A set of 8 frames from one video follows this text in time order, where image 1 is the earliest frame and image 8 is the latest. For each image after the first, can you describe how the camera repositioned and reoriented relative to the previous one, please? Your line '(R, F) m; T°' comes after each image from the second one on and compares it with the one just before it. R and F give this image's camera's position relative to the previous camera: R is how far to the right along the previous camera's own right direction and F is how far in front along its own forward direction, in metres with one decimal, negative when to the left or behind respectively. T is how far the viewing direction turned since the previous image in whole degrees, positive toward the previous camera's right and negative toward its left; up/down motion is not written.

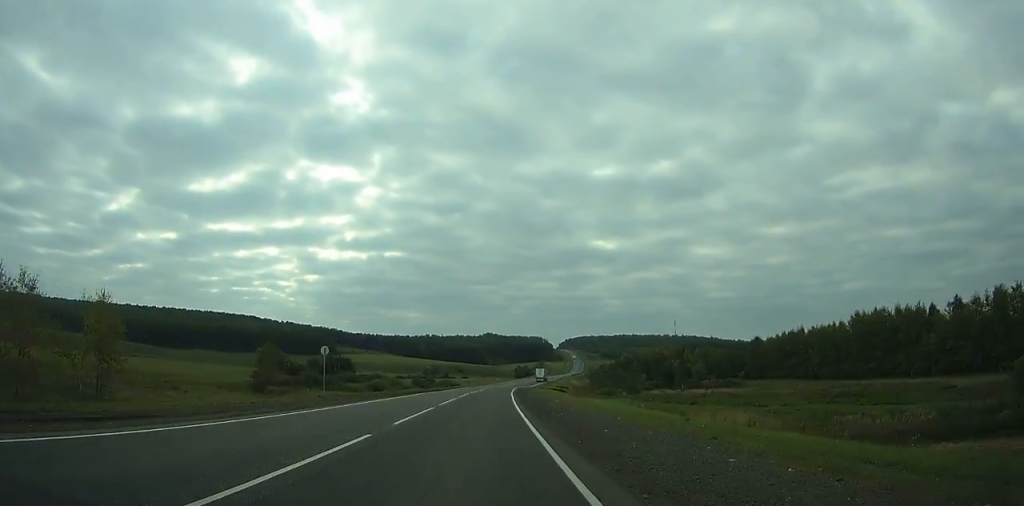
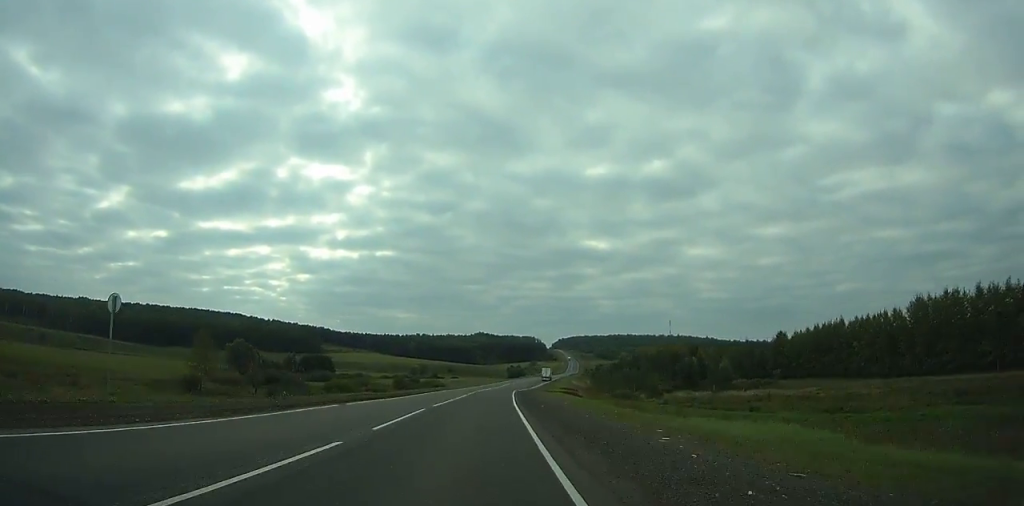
(0.0, +25.1) m; +1°
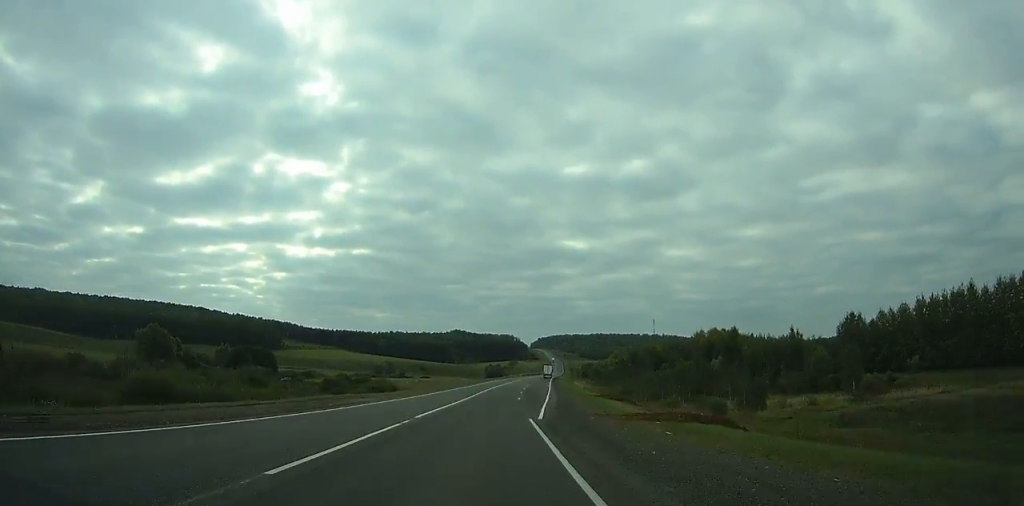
(+0.7, +54.4) m; +2°
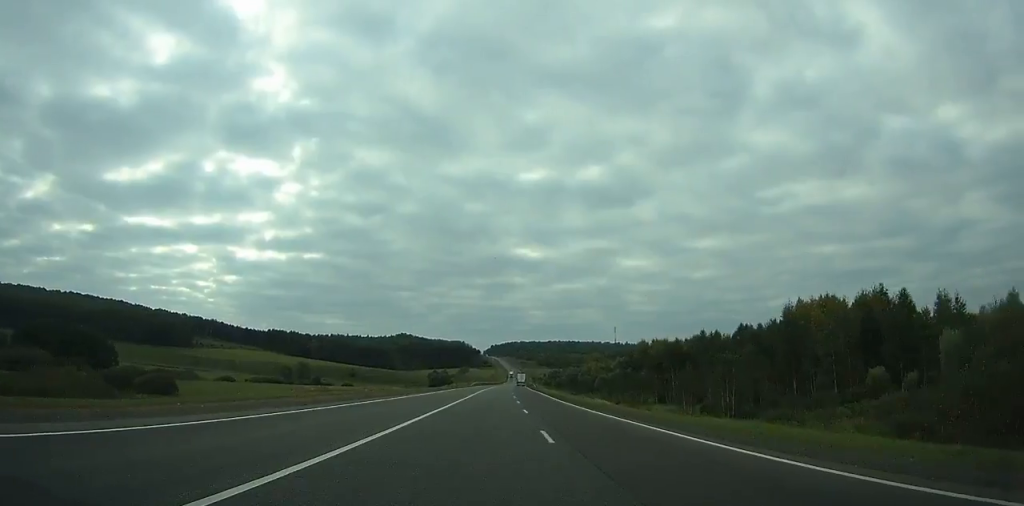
(+3.8, +89.4) m; +4°
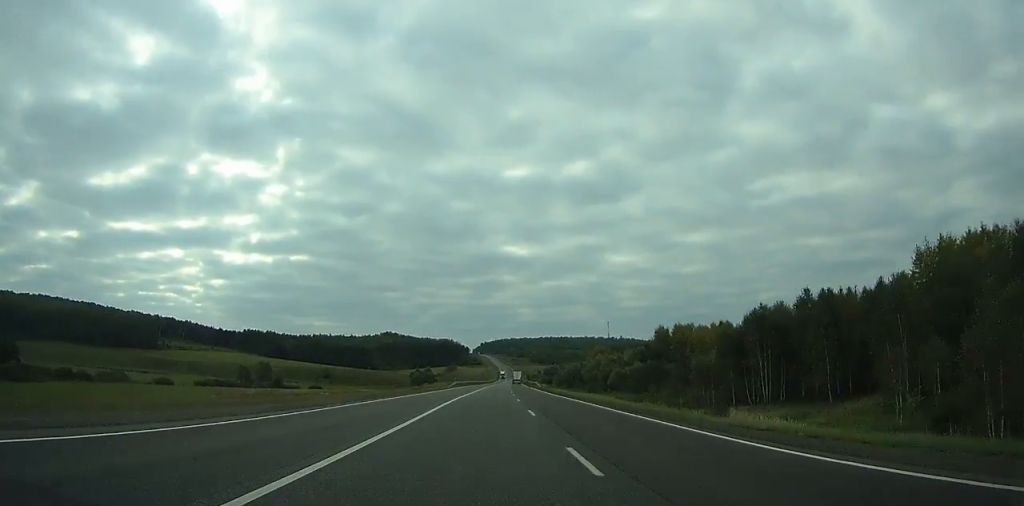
(+0.6, +38.6) m; +1°
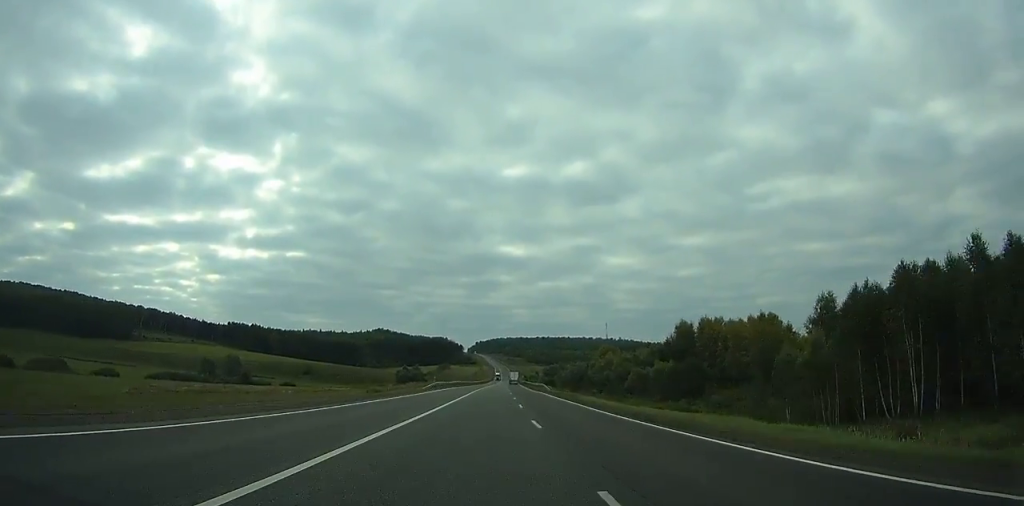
(-0.1, +26.8) m; 0°
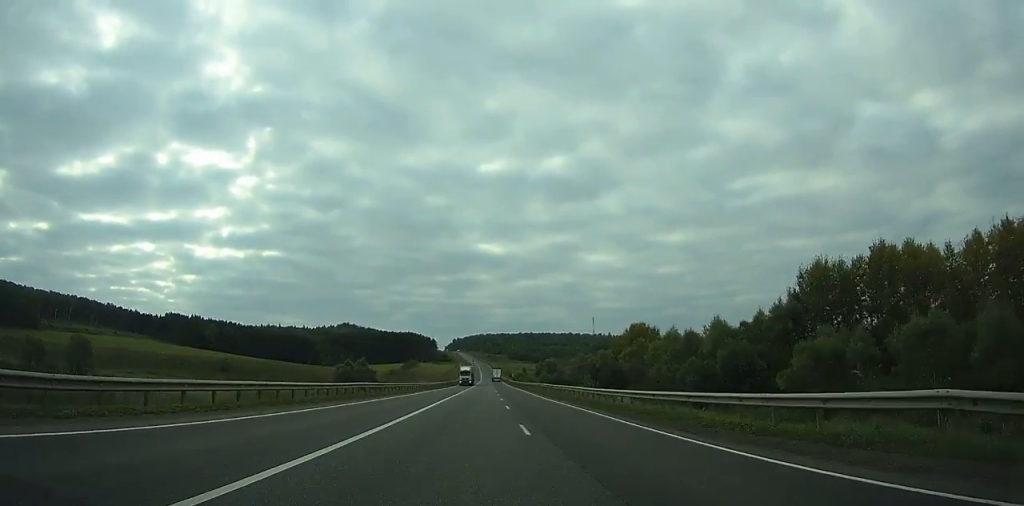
(+1.1, +83.7) m; +2°
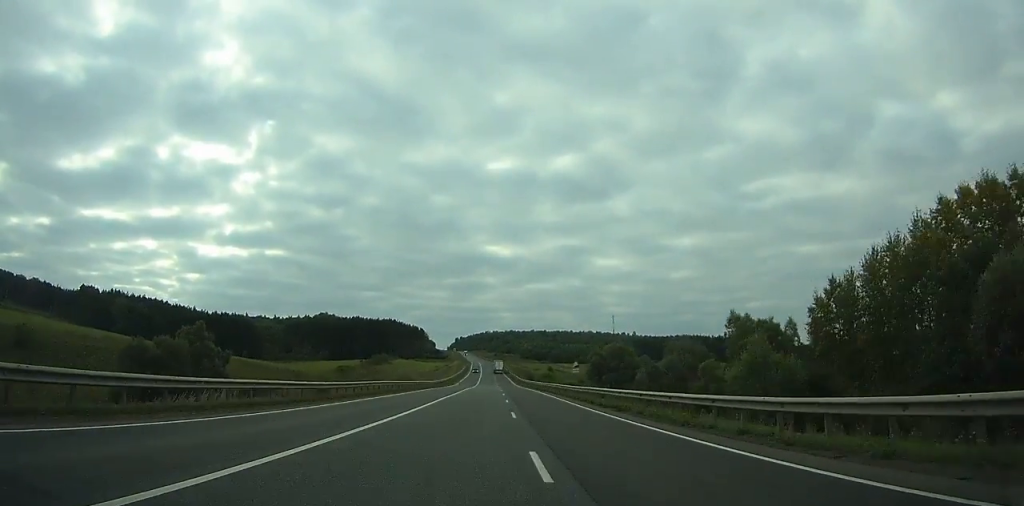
(+0.9, +125.3) m; 0°
